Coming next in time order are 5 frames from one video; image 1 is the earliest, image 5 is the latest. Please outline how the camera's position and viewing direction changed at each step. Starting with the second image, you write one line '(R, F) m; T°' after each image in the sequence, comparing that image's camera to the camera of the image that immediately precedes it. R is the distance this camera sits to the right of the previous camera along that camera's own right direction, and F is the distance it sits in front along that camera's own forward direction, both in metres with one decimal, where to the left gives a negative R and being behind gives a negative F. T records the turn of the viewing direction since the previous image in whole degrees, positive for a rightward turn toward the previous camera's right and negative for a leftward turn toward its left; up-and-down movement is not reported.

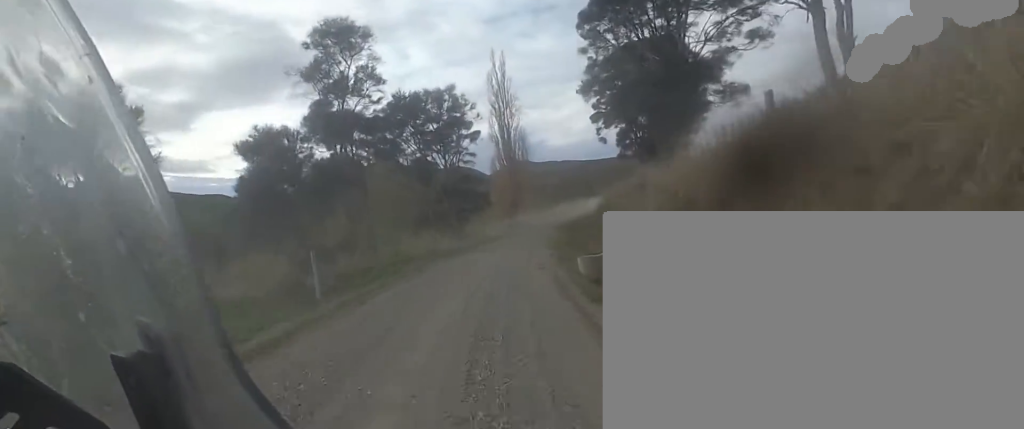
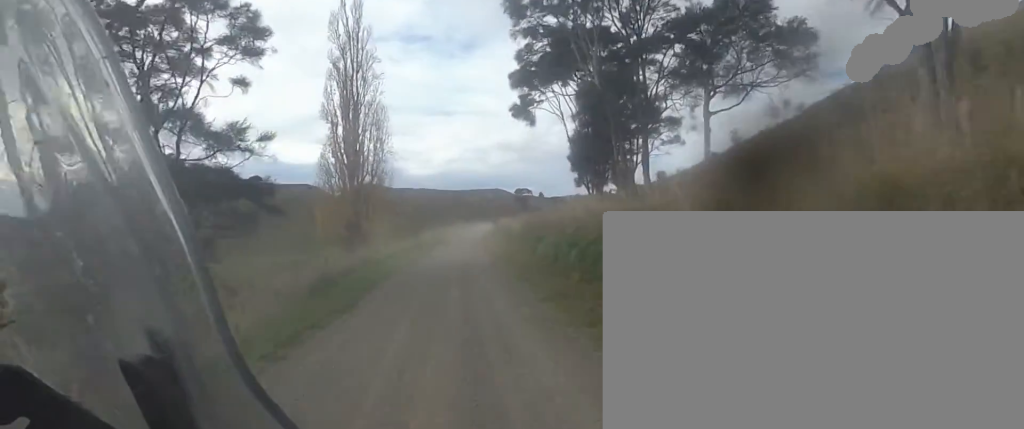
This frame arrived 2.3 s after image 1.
(+1.5, +28.9) m; +9°
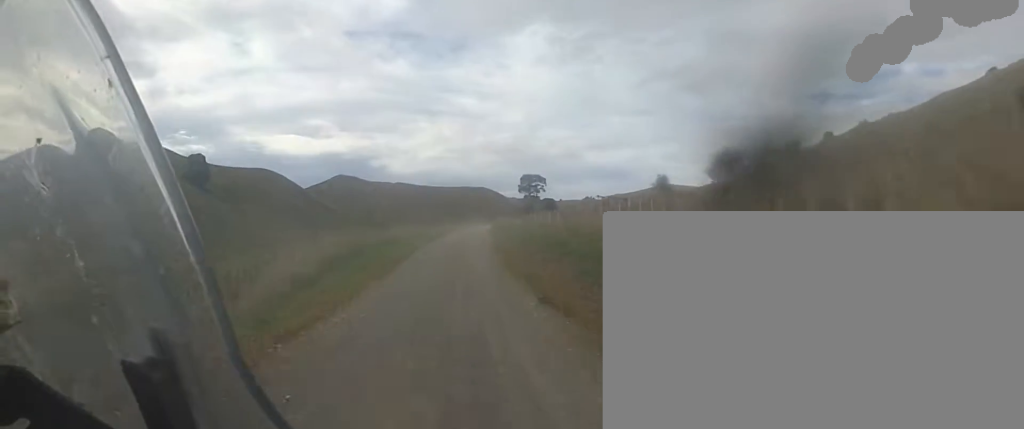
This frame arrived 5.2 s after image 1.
(+4.7, +45.7) m; +6°
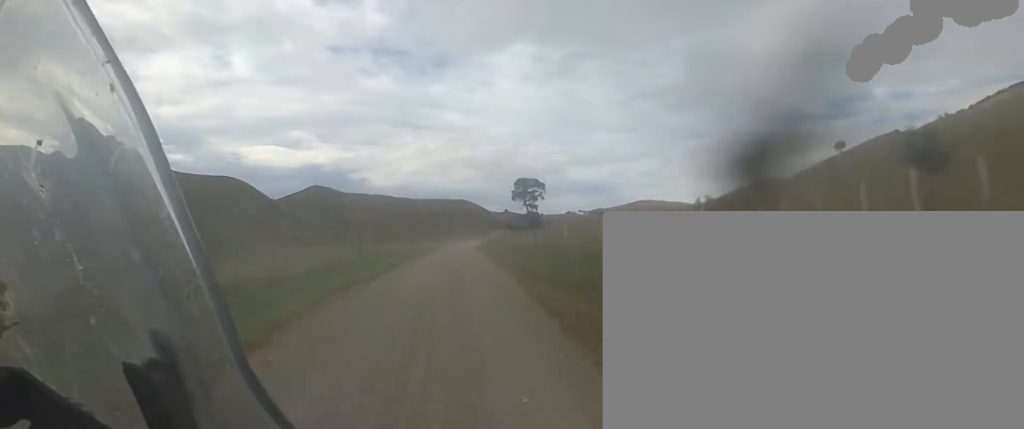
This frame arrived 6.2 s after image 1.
(-0.3, +17.3) m; 0°
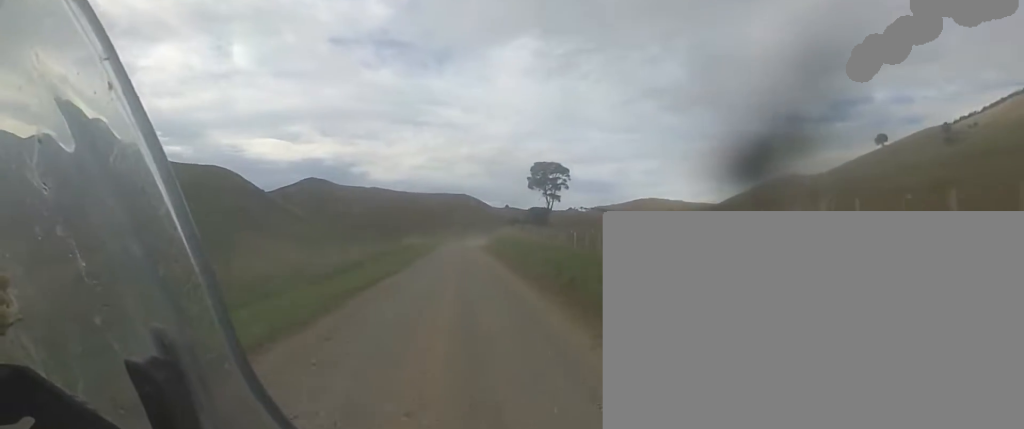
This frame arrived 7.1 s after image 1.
(+0.5, +14.8) m; 0°
